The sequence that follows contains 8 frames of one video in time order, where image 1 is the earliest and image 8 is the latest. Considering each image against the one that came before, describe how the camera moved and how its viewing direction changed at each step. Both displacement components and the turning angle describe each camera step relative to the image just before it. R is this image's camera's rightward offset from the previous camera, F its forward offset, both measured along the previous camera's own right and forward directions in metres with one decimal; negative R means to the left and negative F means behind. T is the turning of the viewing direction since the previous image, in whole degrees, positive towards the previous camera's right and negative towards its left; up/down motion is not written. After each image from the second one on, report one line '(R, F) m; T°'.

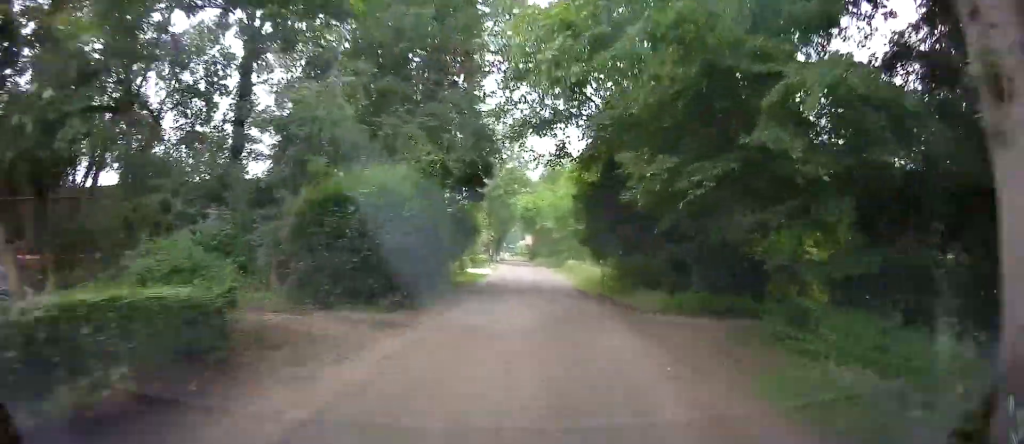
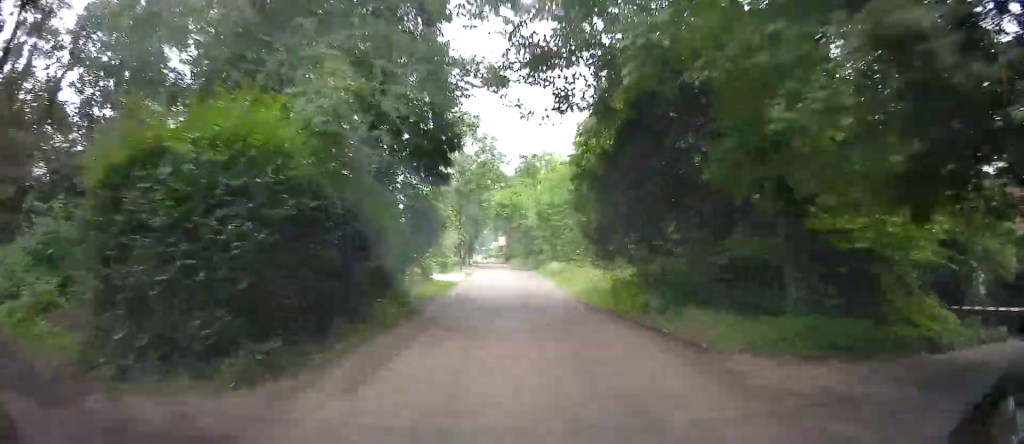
(+0.7, +6.4) m; +2°
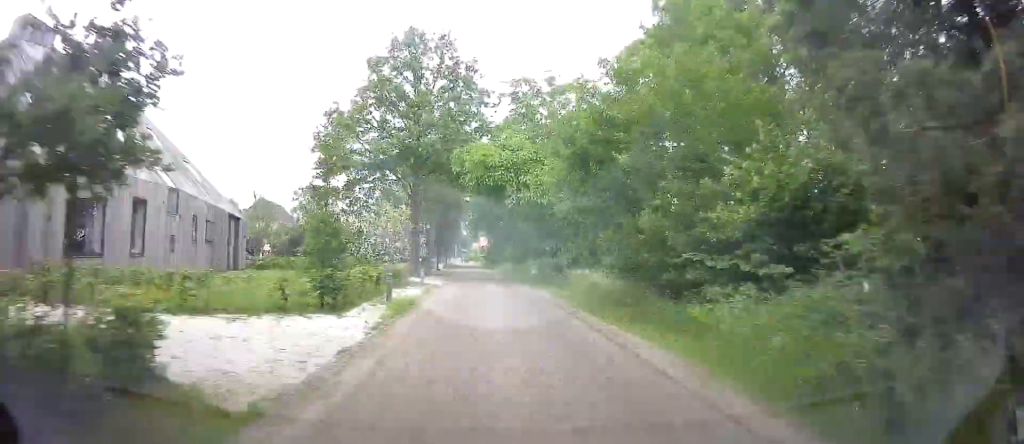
(-0.4, +21.9) m; -3°
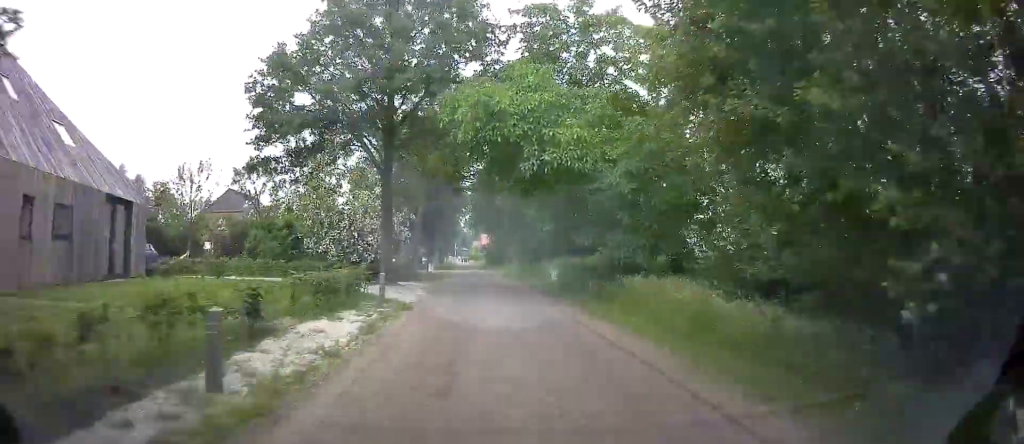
(-0.2, +11.5) m; 0°
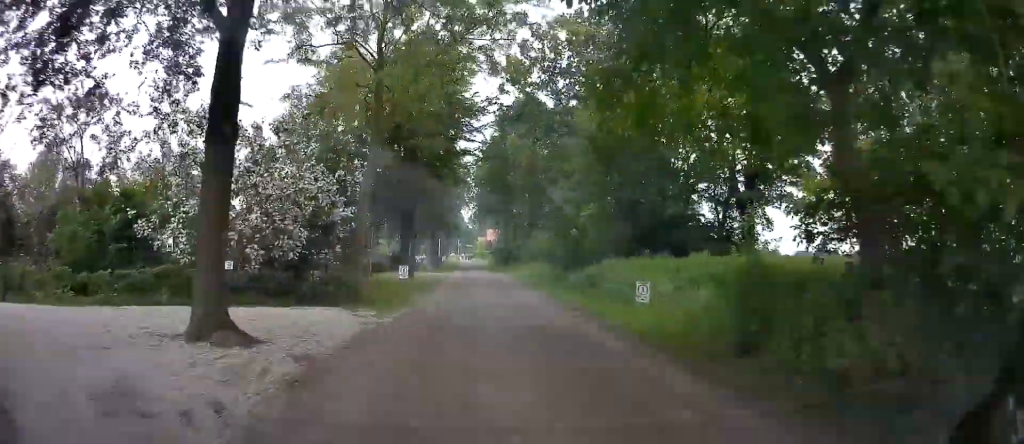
(+0.3, +18.1) m; +1°
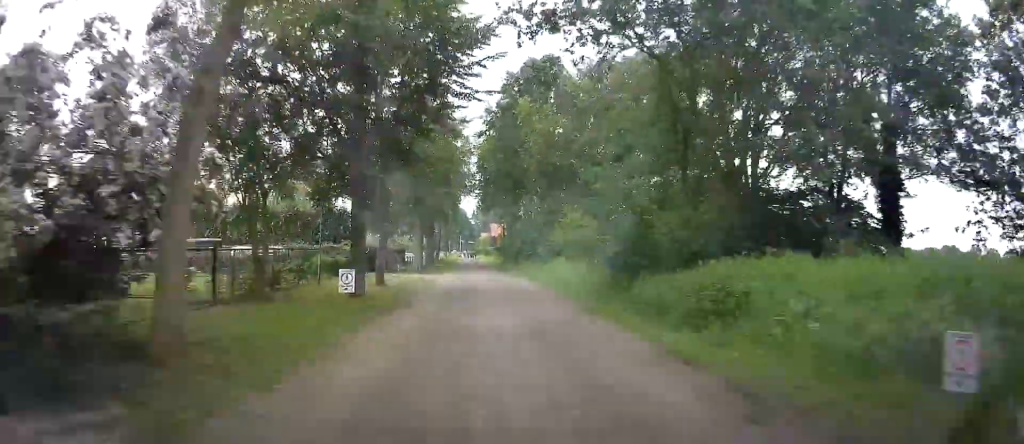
(+0.1, +11.3) m; 0°
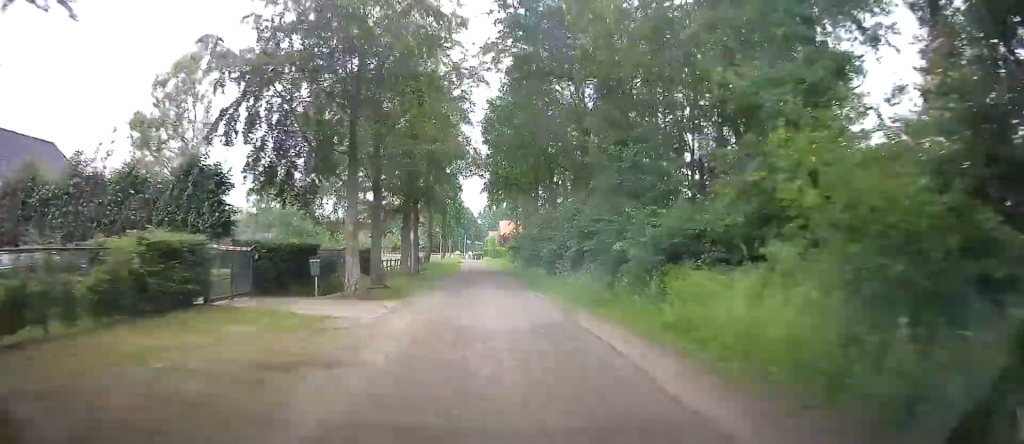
(0.0, +20.8) m; -1°
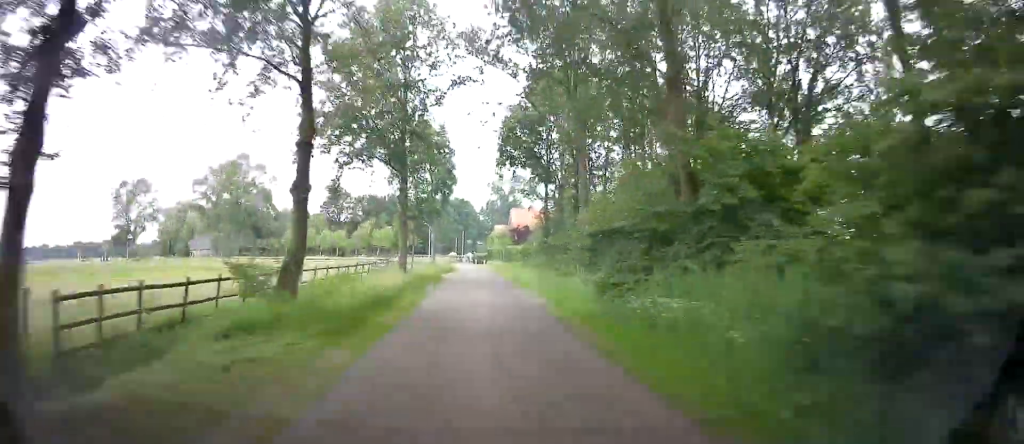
(-0.4, +35.1) m; -1°
